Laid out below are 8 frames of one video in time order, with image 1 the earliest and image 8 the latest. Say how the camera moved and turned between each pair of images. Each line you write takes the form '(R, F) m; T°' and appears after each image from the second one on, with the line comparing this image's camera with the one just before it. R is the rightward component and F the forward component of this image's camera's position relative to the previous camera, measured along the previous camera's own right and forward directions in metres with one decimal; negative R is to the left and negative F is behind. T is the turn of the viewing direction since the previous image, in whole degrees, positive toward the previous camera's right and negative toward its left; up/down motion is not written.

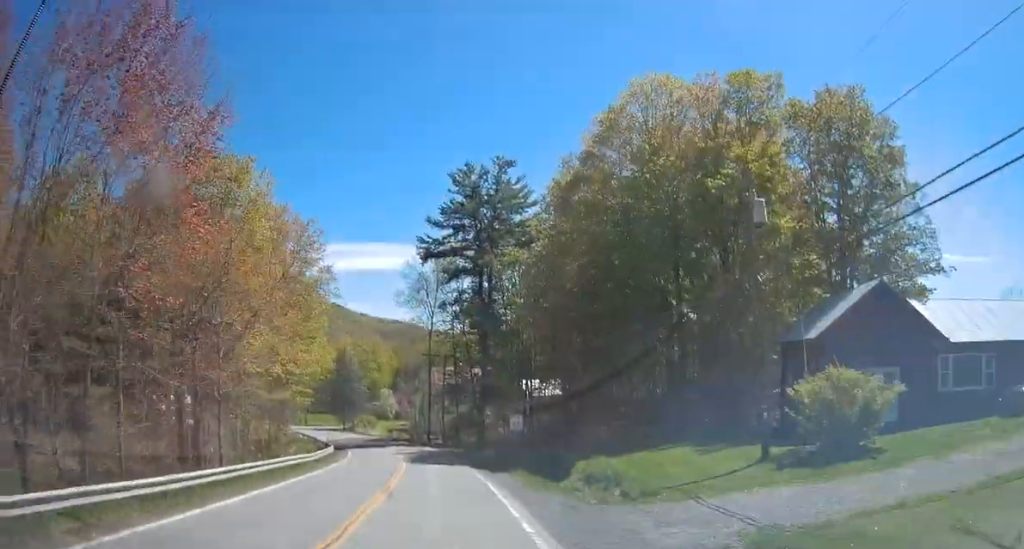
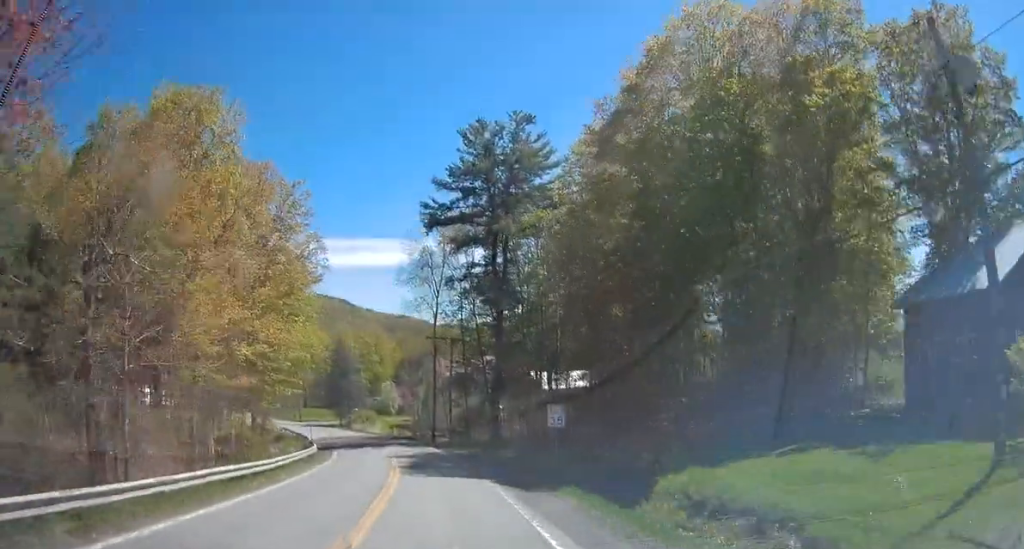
(0.0, +9.0) m; -1°
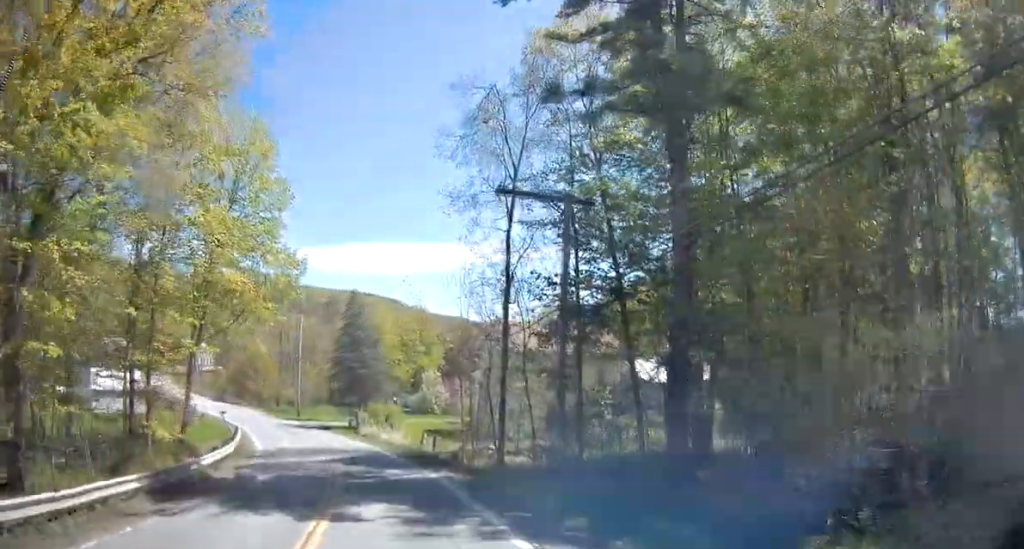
(-1.0, +32.3) m; -6°
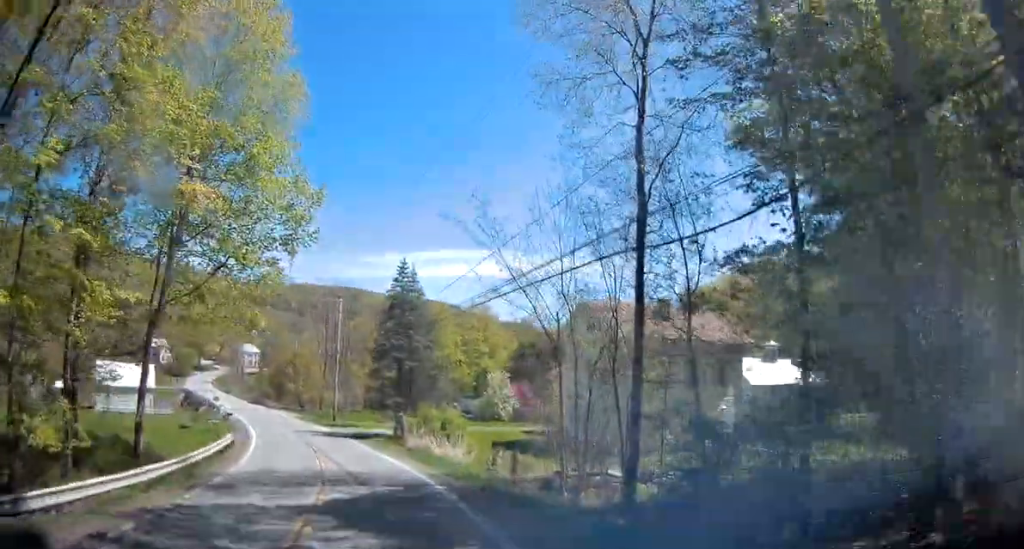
(-0.6, +12.8) m; -5°
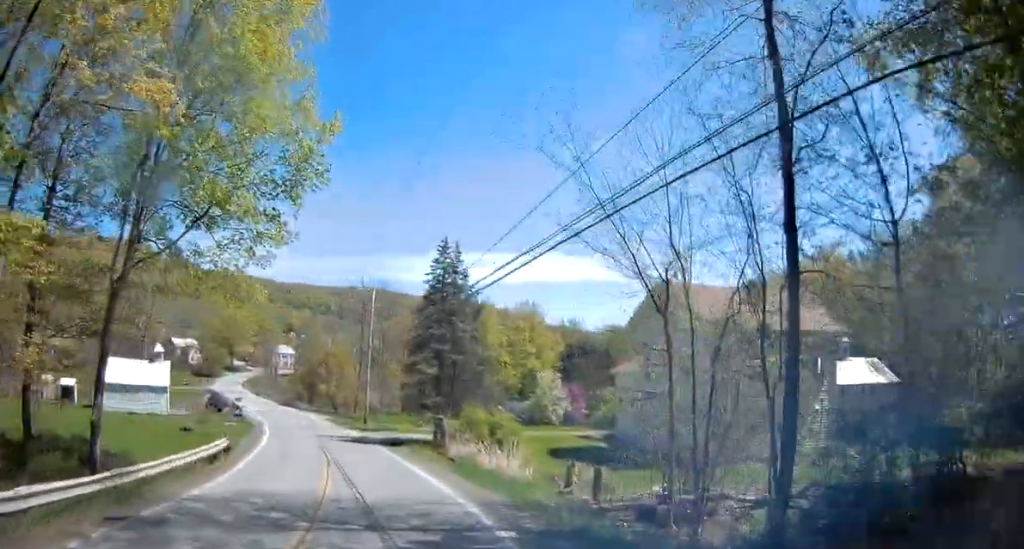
(-0.2, +6.5) m; -2°
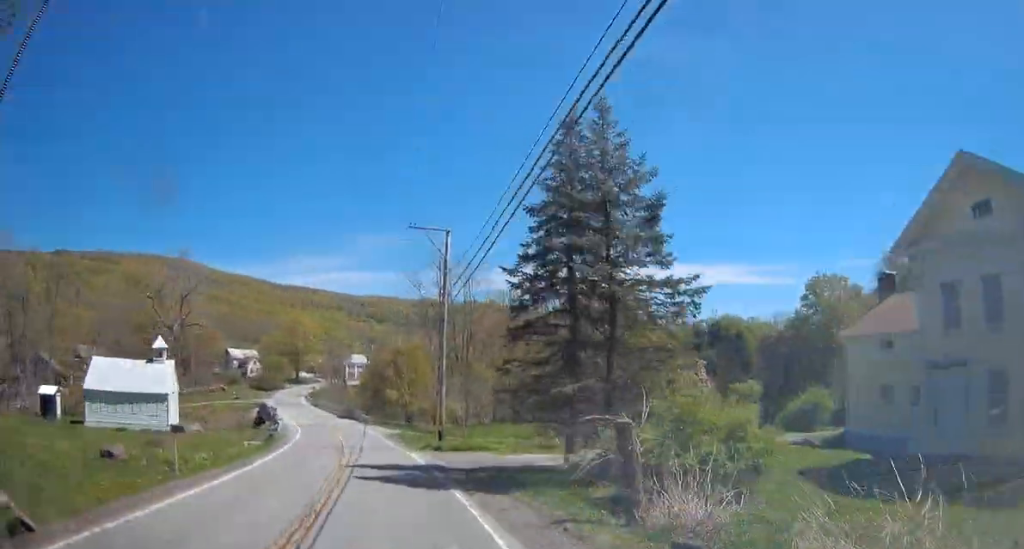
(-0.8, +17.8) m; -7°
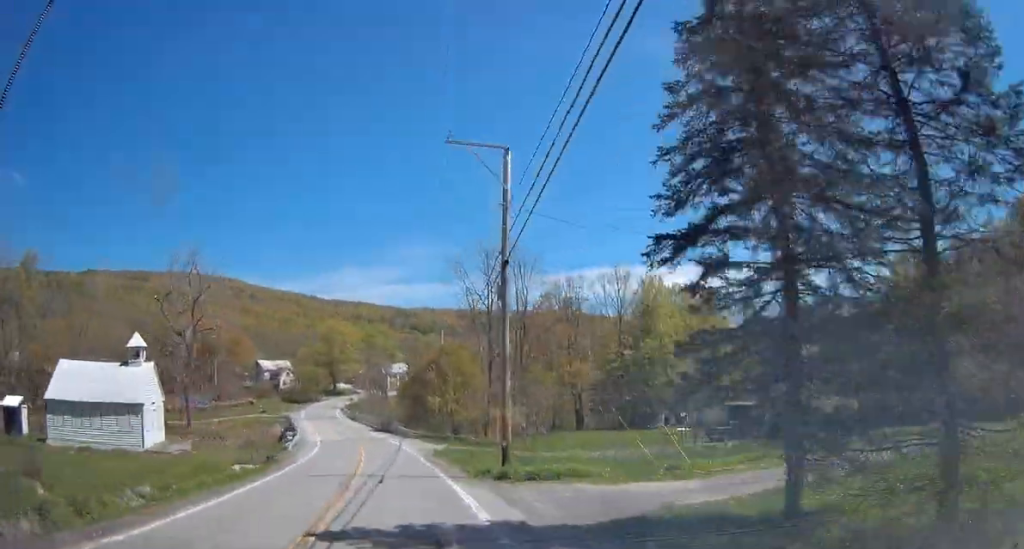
(-0.7, +11.0) m; -5°
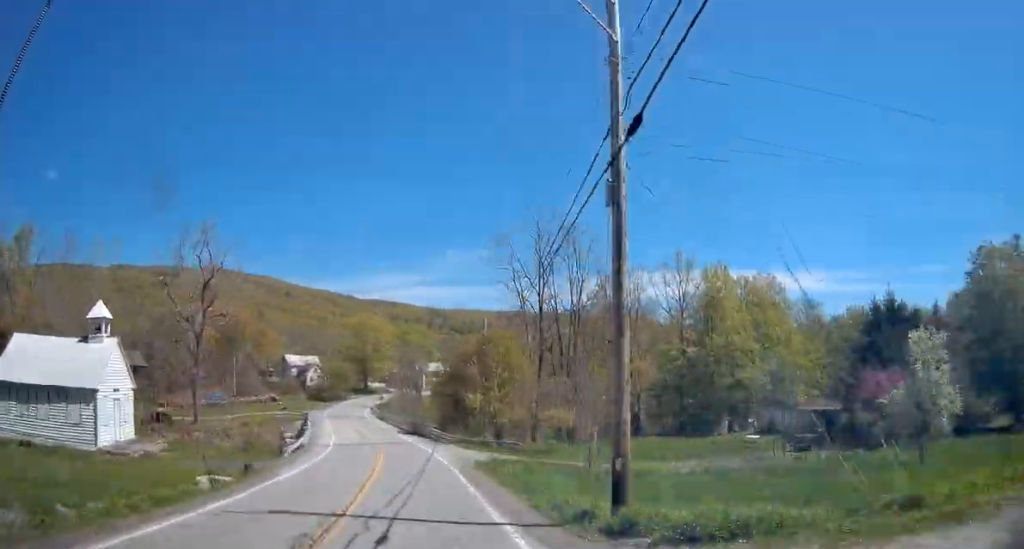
(-0.4, +9.5) m; -3°
